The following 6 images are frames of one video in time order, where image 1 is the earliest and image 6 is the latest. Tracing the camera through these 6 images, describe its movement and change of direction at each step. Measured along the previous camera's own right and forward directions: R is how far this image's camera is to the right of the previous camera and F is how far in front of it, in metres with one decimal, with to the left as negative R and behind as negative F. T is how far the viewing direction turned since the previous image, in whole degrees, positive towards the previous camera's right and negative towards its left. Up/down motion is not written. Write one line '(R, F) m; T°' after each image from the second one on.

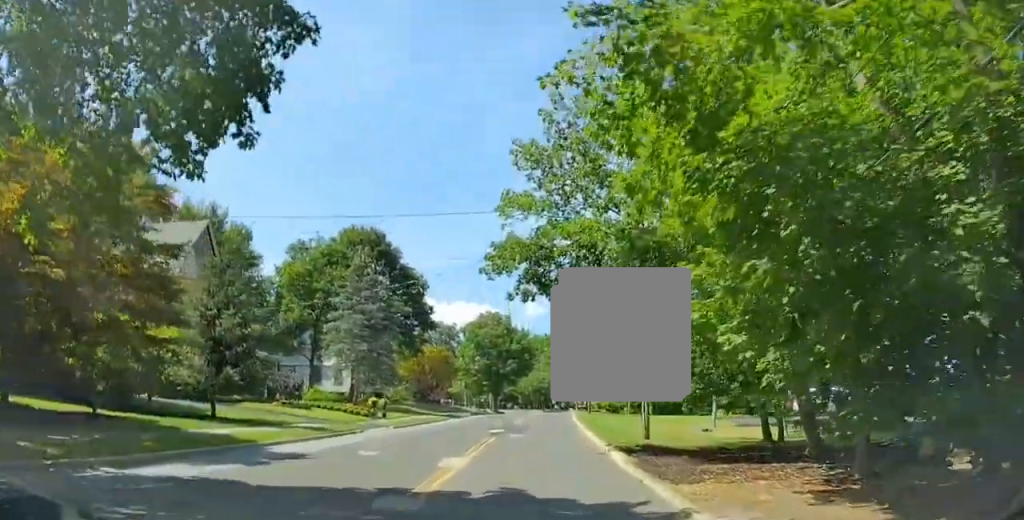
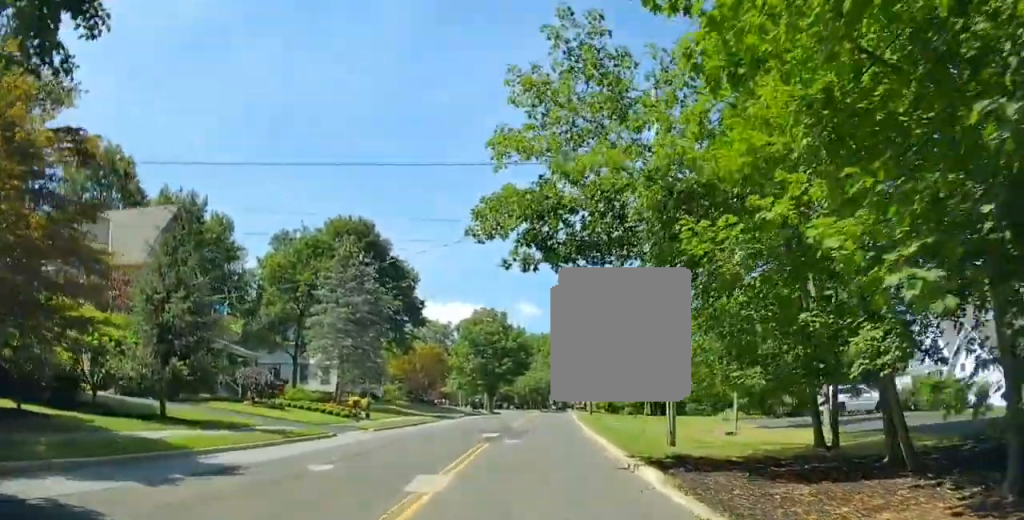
(0.0, +3.8) m; 0°
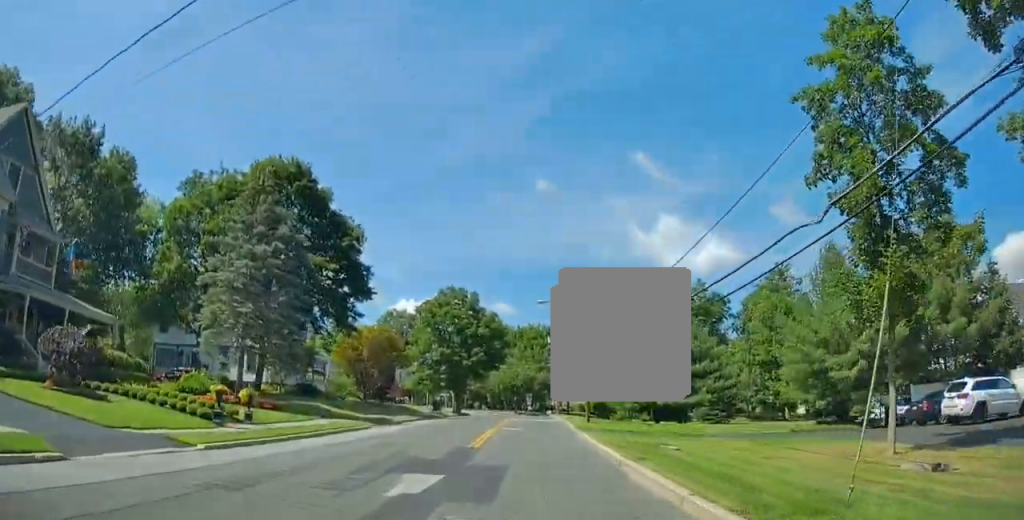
(+0.5, +14.5) m; +6°
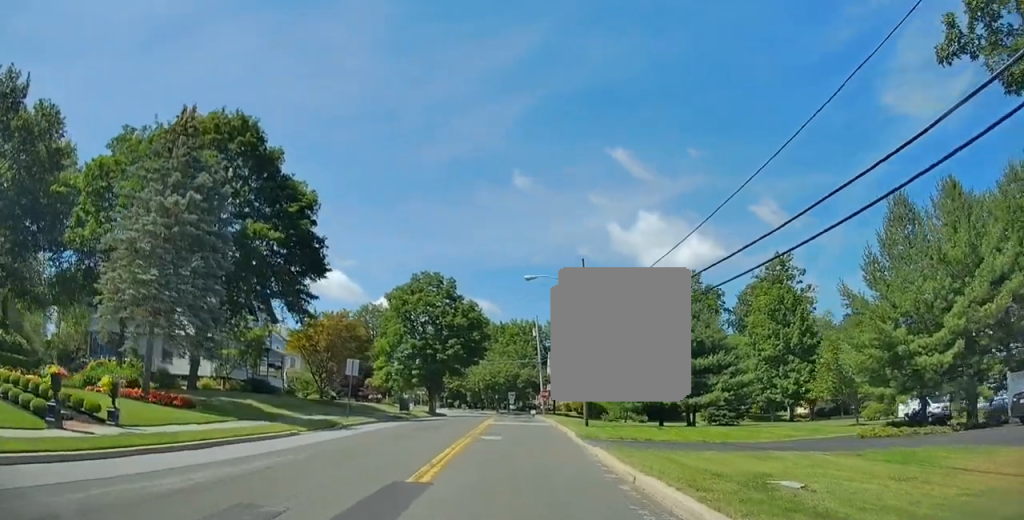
(+0.2, +7.9) m; 0°
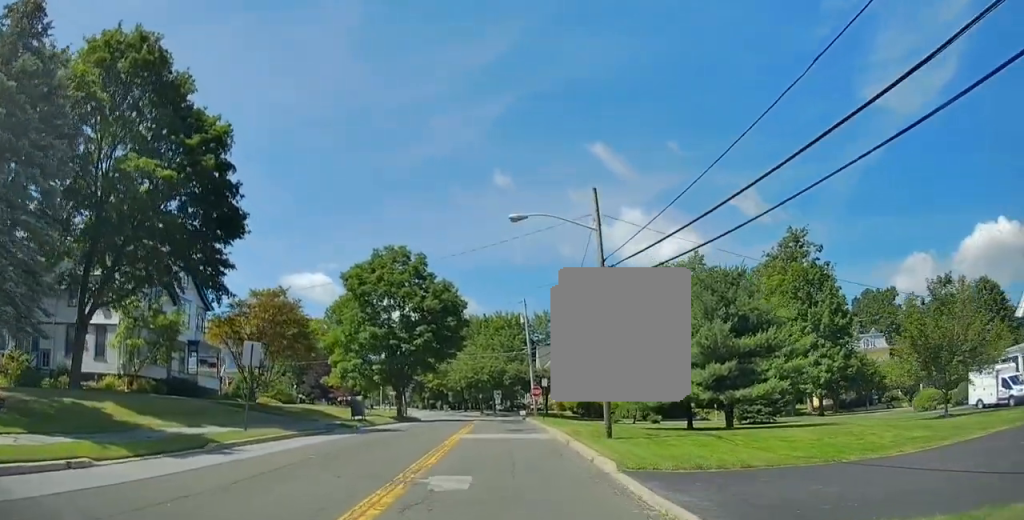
(0.0, +11.7) m; +2°
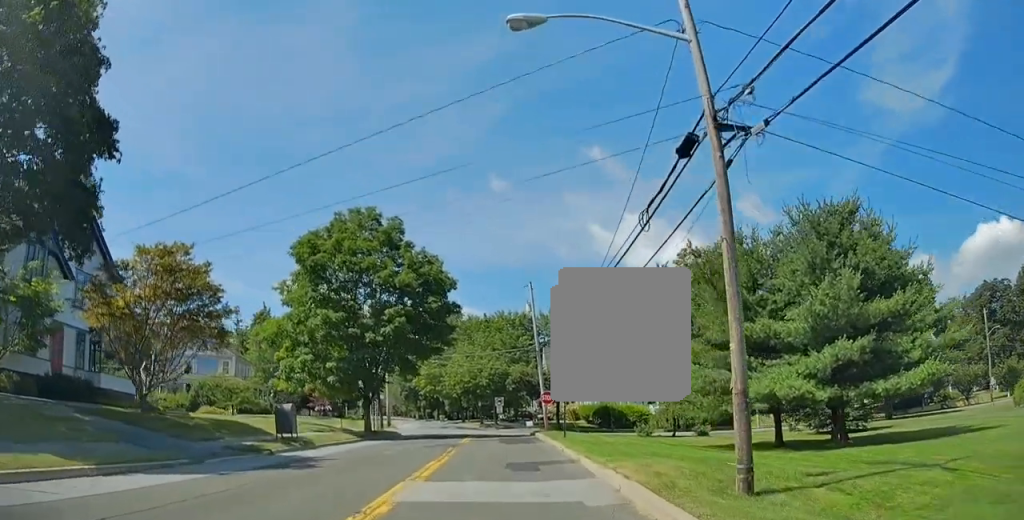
(+0.2, +12.6) m; -1°
